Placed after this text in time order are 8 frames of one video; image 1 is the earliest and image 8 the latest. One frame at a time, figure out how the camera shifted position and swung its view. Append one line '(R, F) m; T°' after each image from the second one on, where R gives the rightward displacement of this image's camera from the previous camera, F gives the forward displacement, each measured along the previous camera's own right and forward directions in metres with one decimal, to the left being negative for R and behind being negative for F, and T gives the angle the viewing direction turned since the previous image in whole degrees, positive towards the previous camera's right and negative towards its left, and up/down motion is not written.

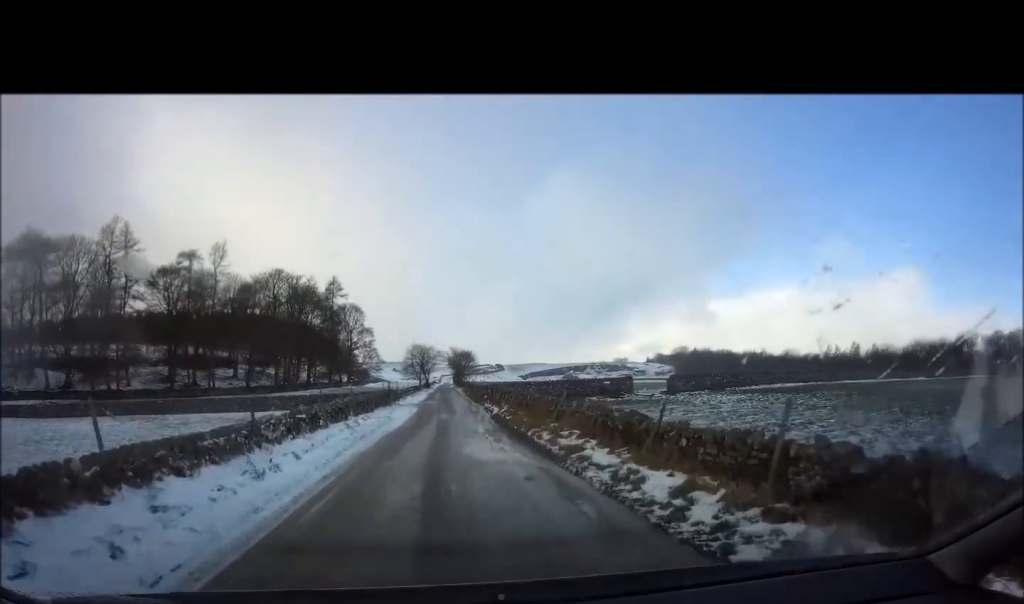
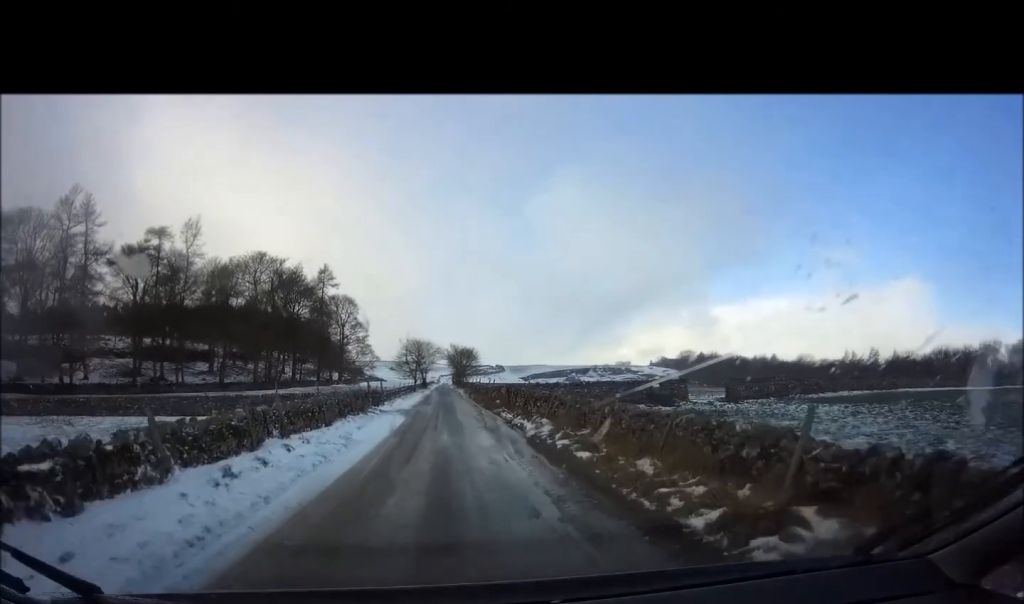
(+0.1, +10.1) m; 0°
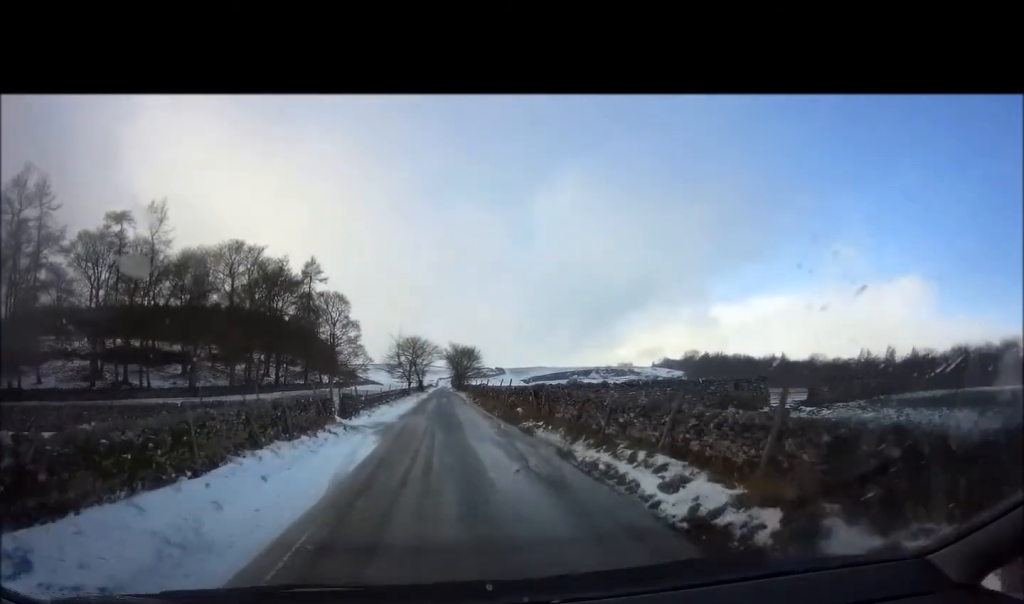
(0.0, +8.7) m; 0°
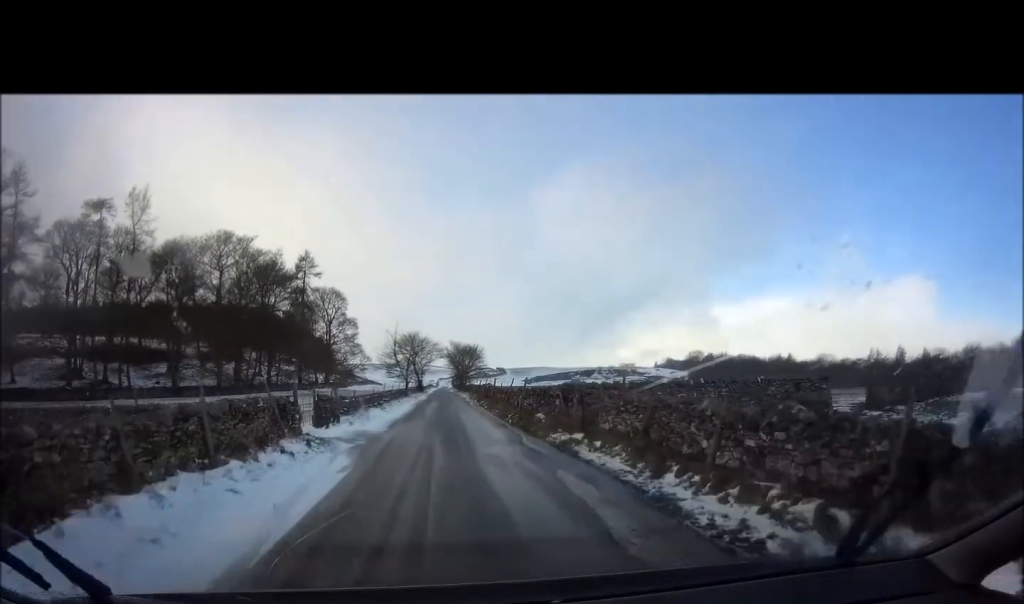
(0.0, +4.2) m; 0°
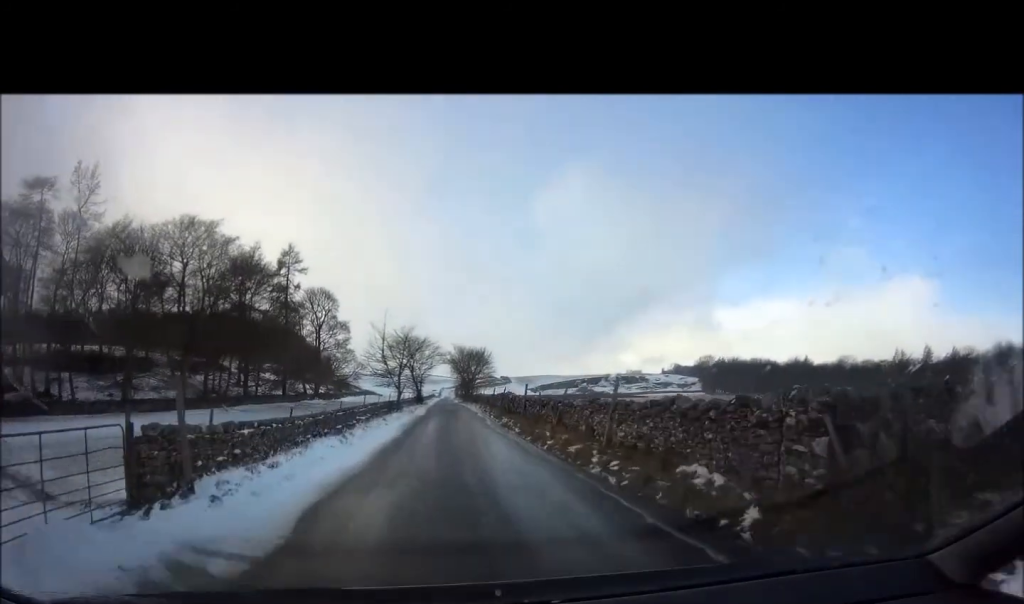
(0.0, +9.8) m; 0°
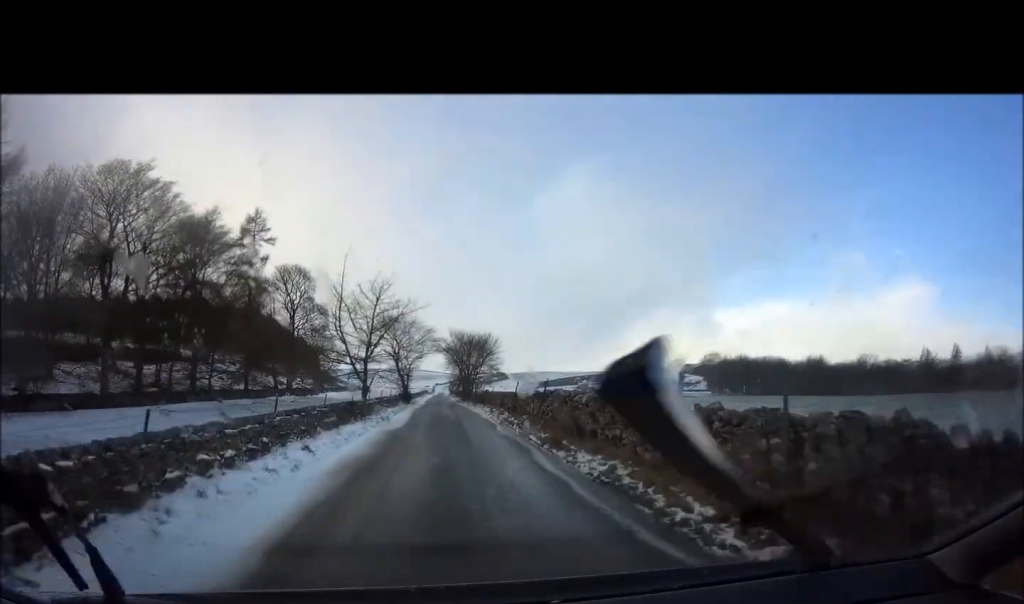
(0.0, +13.6) m; 0°
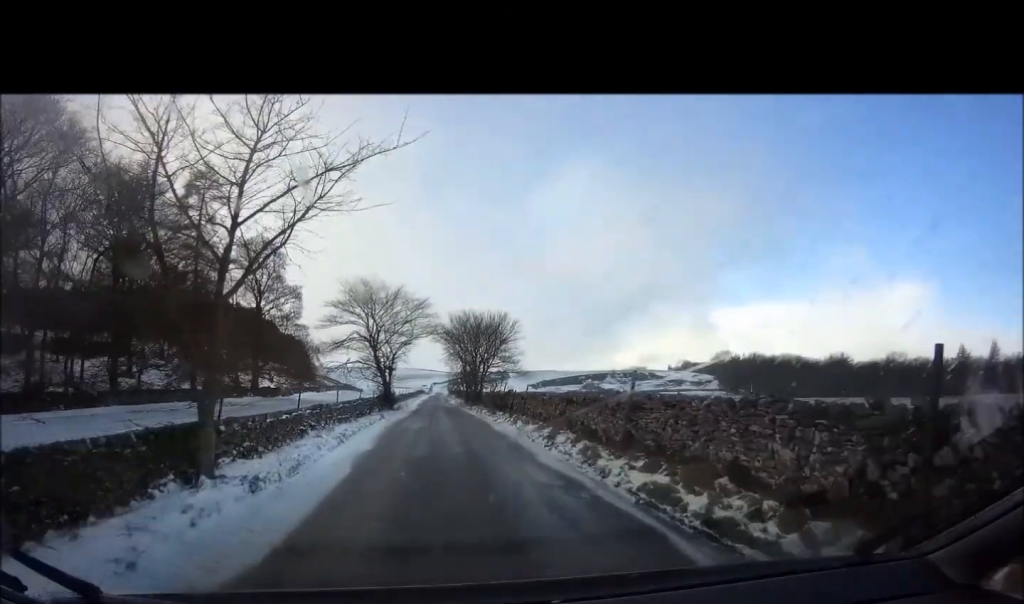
(0.0, +16.3) m; 0°
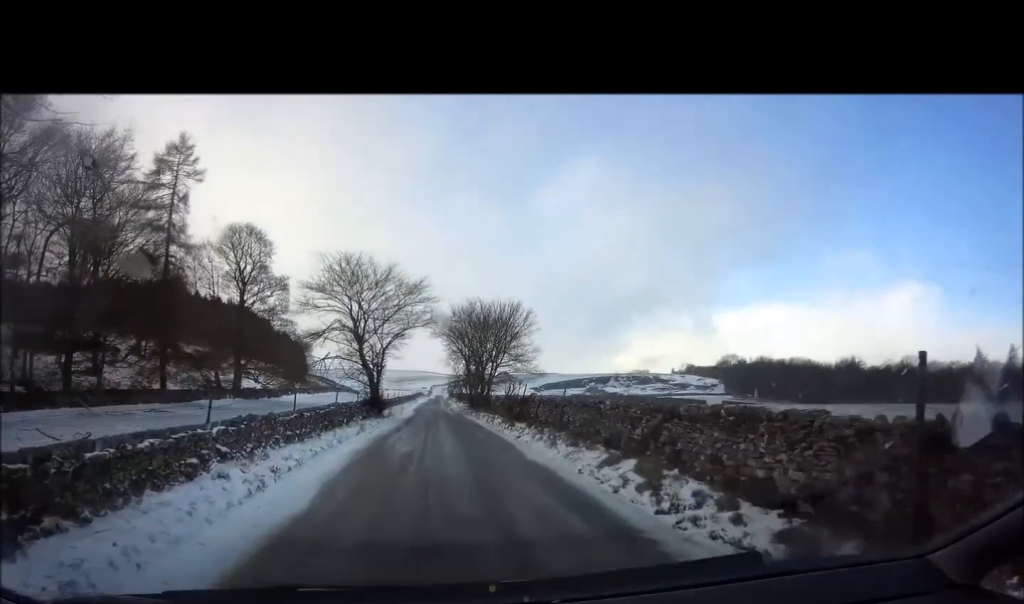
(0.0, +7.2) m; 0°
